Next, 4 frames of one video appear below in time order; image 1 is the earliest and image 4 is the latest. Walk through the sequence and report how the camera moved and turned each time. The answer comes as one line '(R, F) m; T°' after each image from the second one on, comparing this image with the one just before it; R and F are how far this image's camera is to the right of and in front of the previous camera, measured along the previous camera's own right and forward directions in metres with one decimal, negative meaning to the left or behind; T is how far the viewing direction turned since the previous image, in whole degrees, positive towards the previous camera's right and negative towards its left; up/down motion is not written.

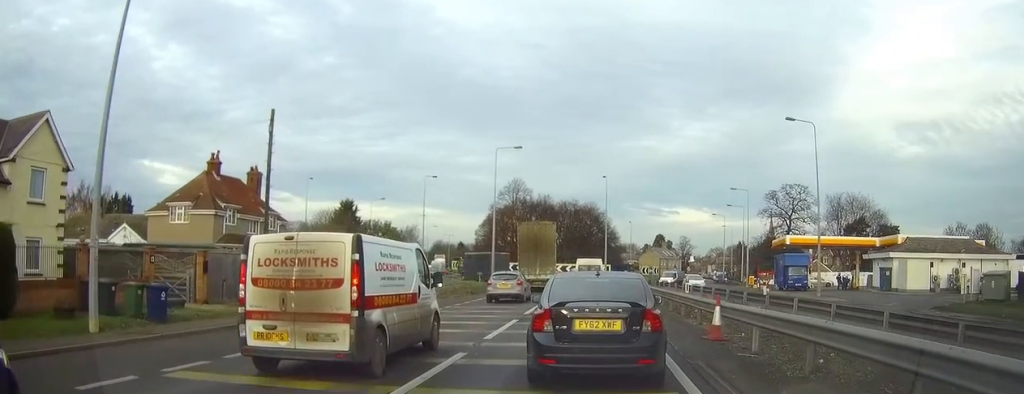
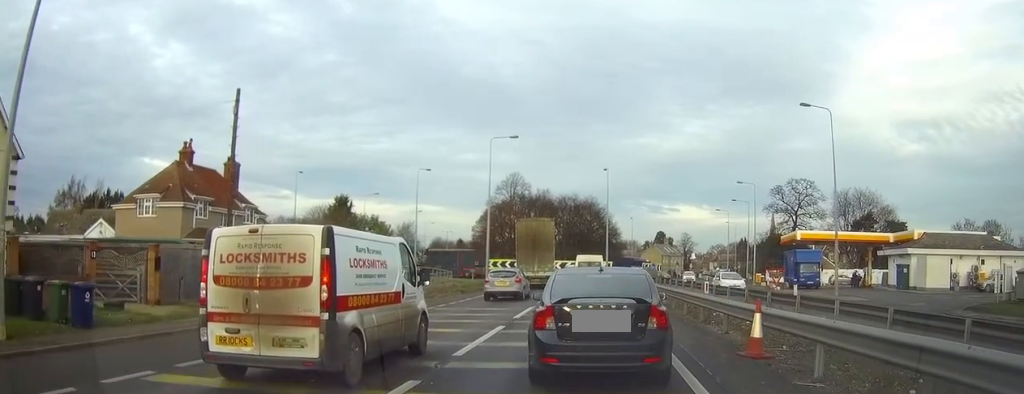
(0.0, +4.1) m; 0°
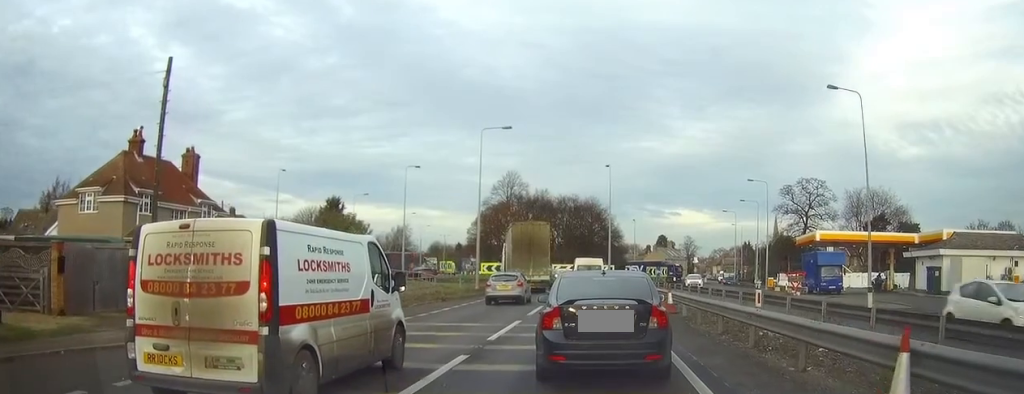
(+0.1, +6.4) m; 0°
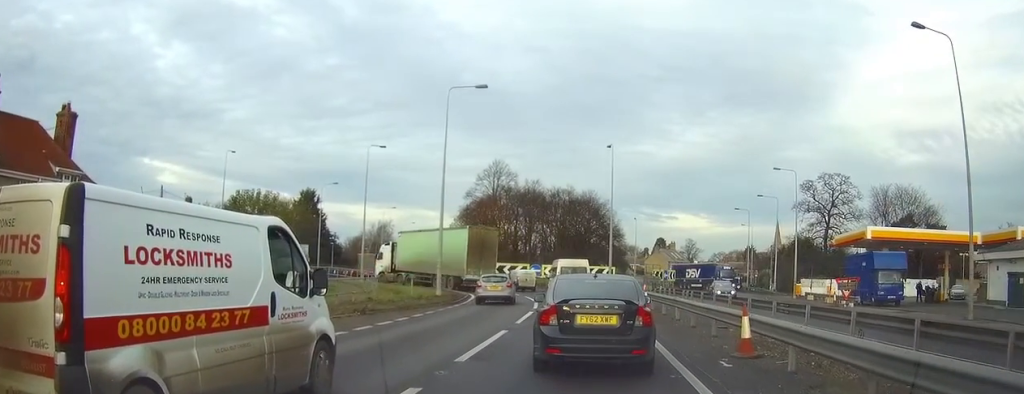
(-1.4, +13.3) m; -1°
